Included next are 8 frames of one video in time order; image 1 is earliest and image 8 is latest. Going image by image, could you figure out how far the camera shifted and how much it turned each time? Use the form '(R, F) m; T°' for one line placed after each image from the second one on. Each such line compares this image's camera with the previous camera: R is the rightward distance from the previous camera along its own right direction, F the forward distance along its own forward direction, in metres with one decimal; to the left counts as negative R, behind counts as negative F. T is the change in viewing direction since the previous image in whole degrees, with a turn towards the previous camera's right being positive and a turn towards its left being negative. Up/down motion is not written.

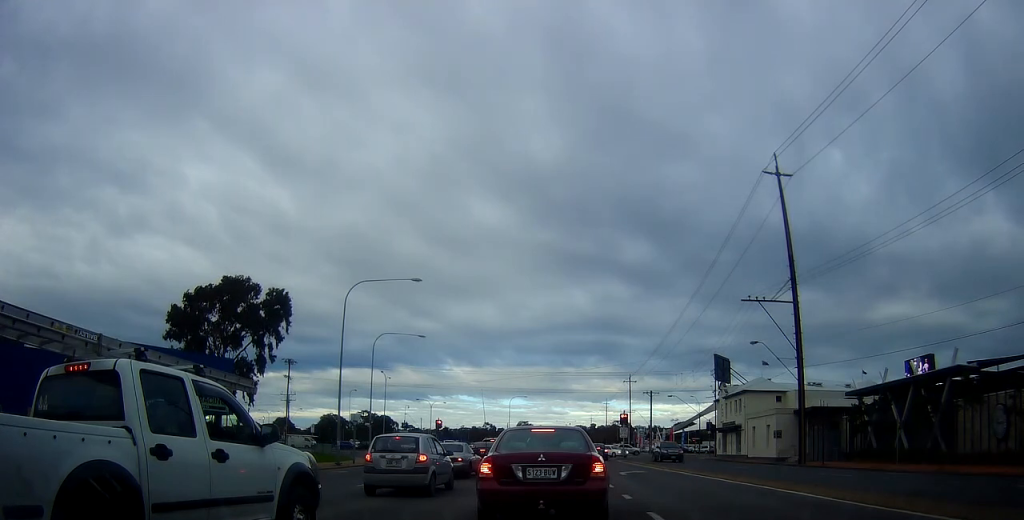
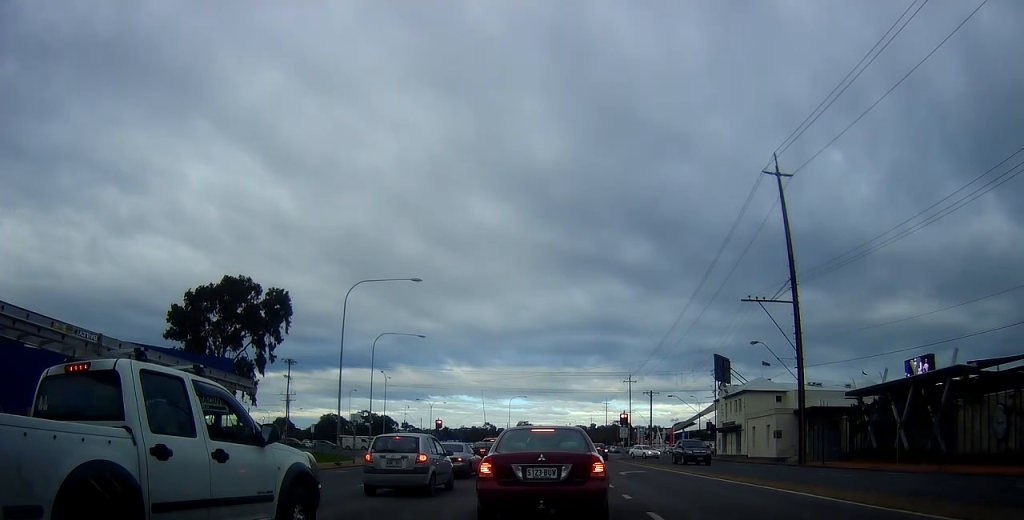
(0.0, 0.0) m; 0°
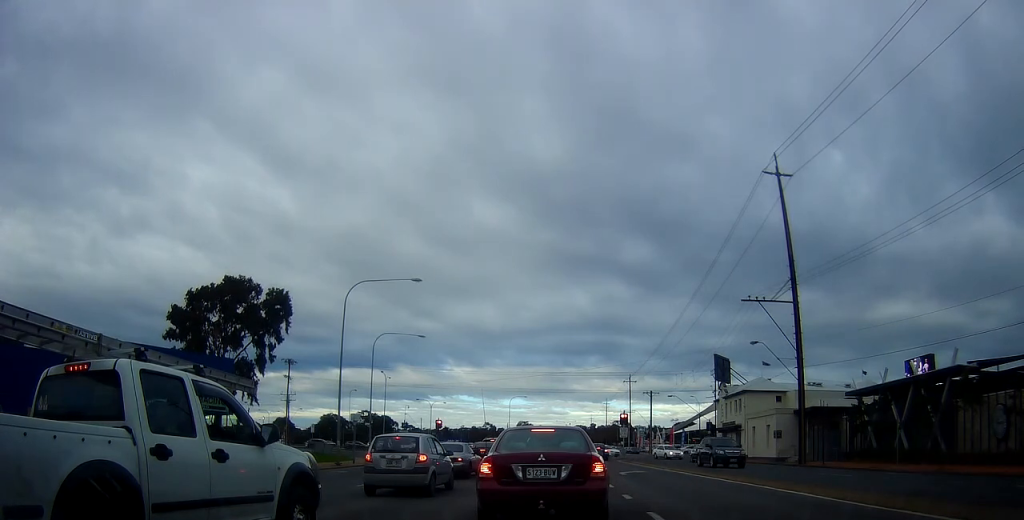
(0.0, 0.0) m; 0°
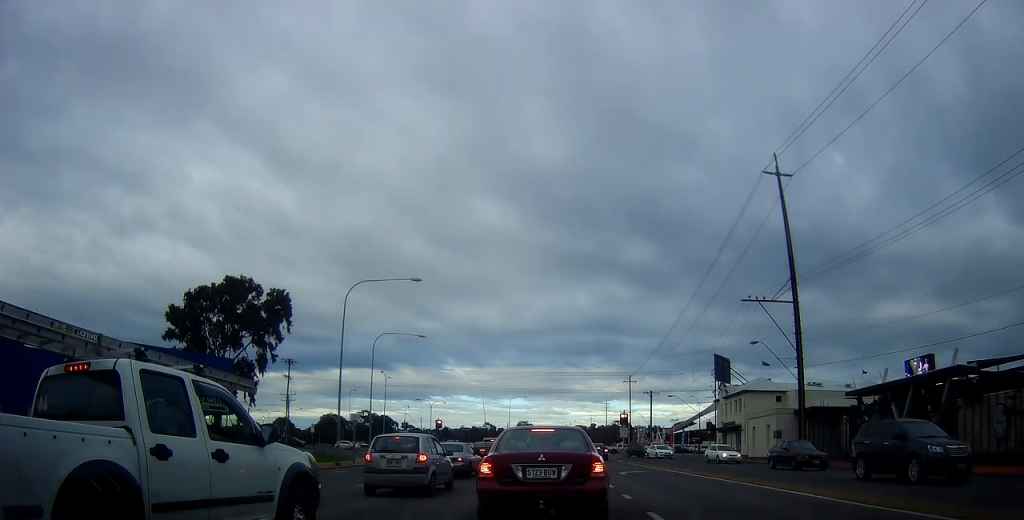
(0.0, 0.0) m; 0°
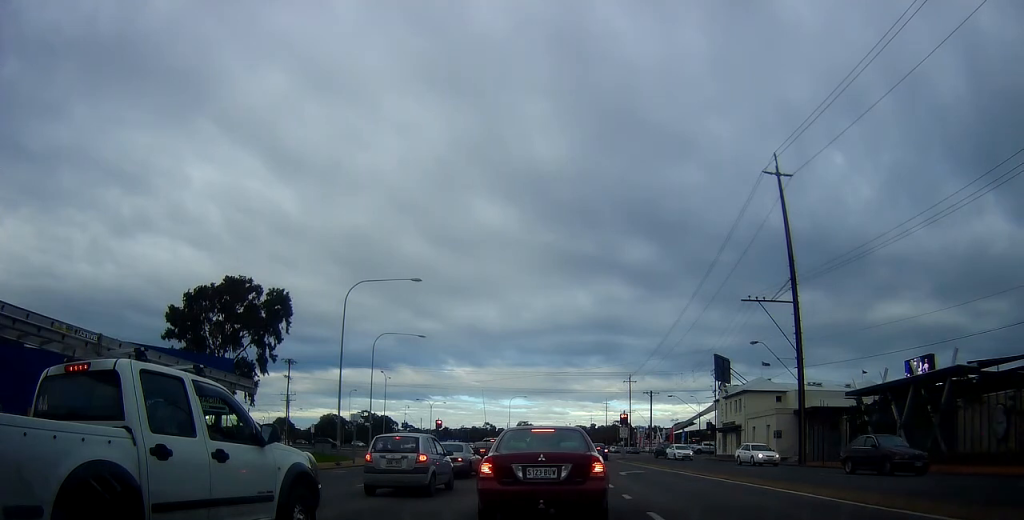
(0.0, 0.0) m; 0°
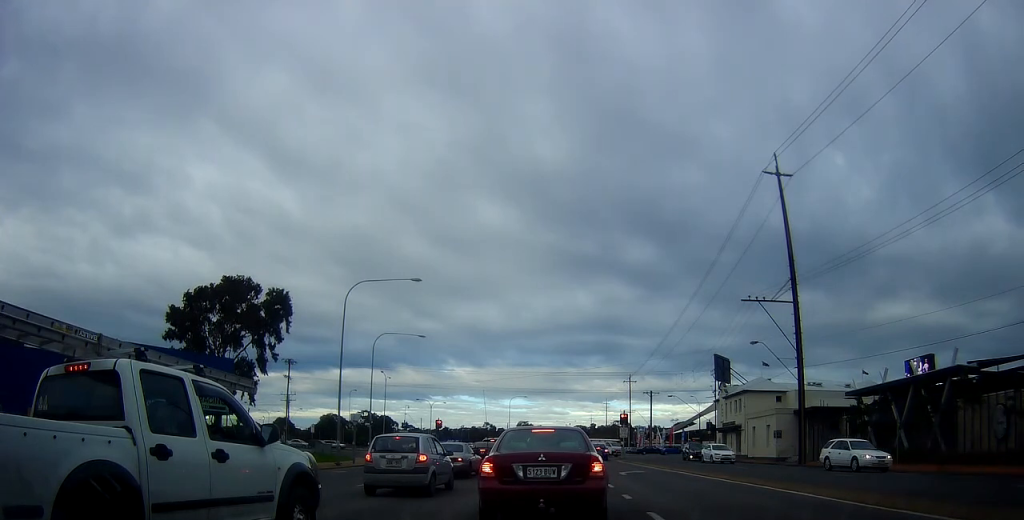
(0.0, 0.0) m; 0°
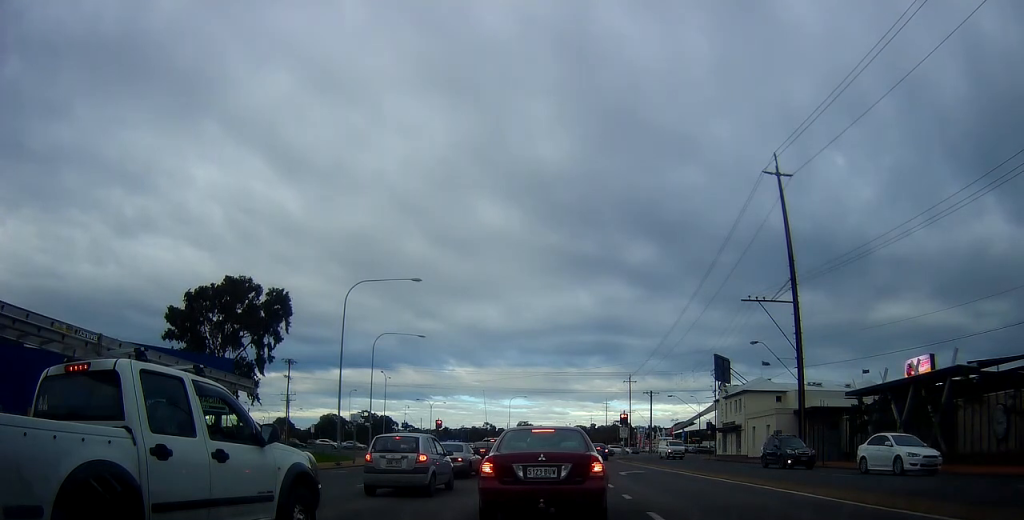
(0.0, 0.0) m; 0°
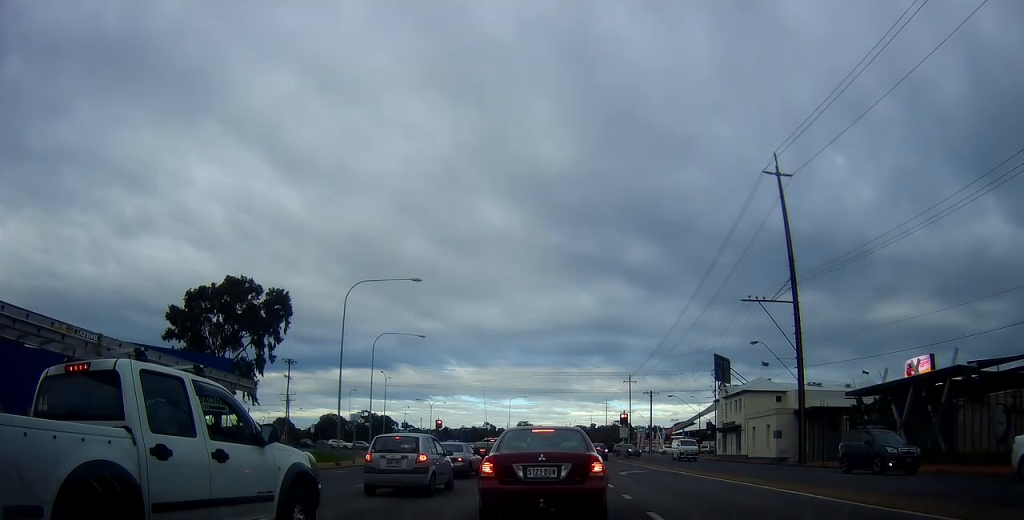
(0.0, 0.0) m; 0°
